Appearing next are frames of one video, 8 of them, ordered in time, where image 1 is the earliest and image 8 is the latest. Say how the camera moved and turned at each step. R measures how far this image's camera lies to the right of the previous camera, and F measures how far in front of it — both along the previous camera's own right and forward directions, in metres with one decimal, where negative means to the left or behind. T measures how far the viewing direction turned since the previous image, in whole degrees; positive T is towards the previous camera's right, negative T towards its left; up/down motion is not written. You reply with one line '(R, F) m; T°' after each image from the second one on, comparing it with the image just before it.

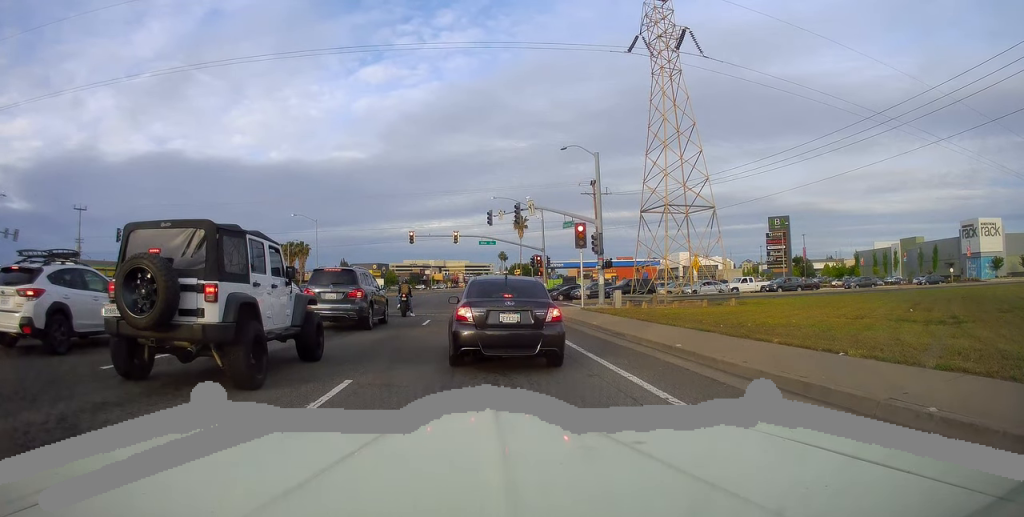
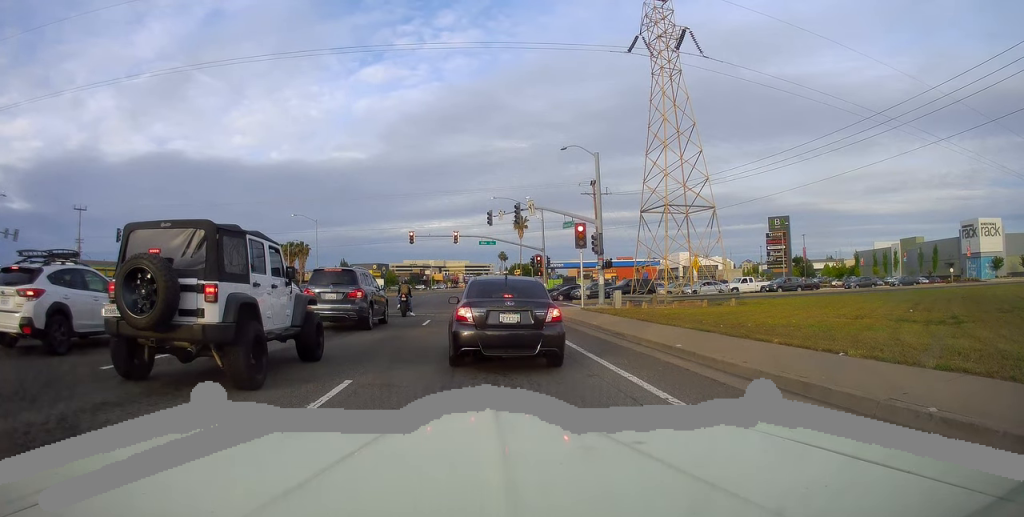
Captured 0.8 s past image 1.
(0.0, 0.0) m; 0°
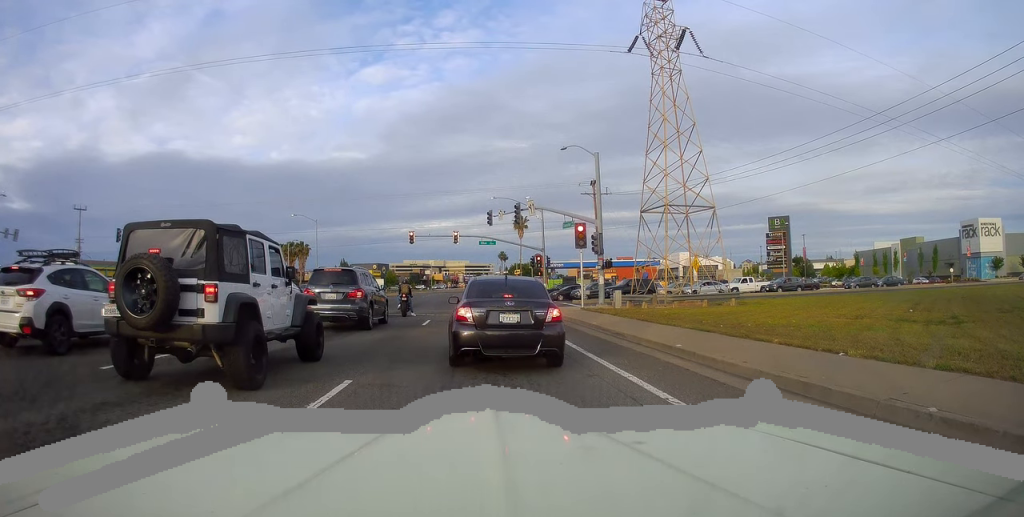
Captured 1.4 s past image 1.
(0.0, 0.0) m; 0°
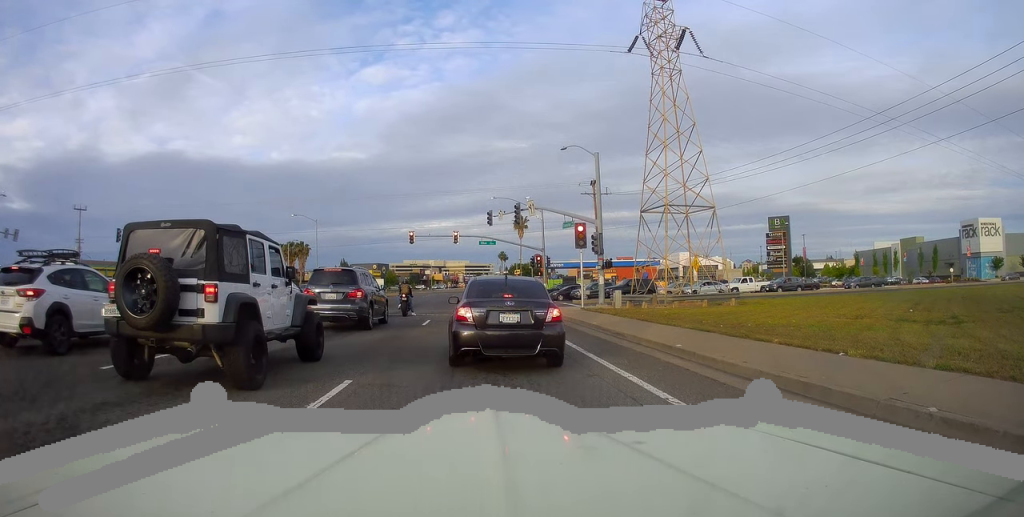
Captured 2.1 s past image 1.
(0.0, 0.0) m; 0°
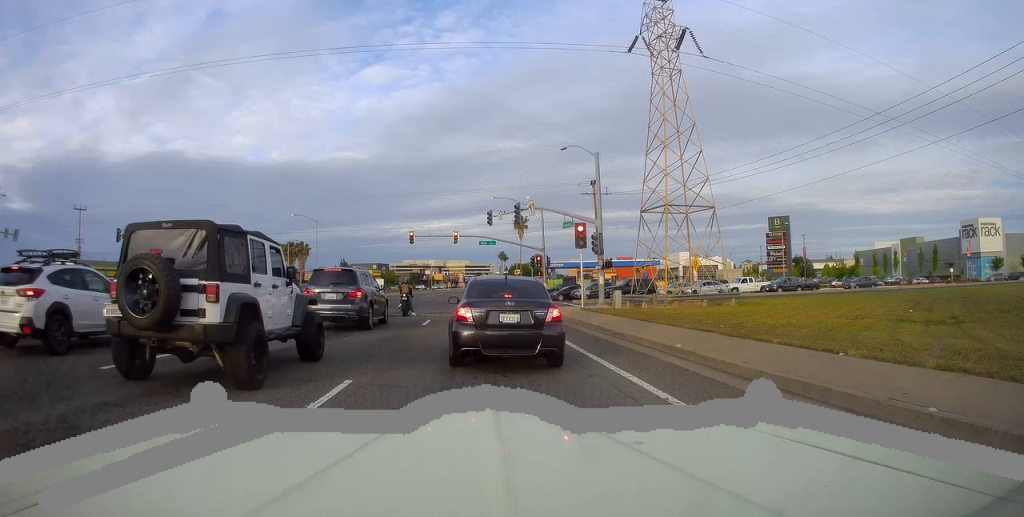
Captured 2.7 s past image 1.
(0.0, 0.0) m; 0°
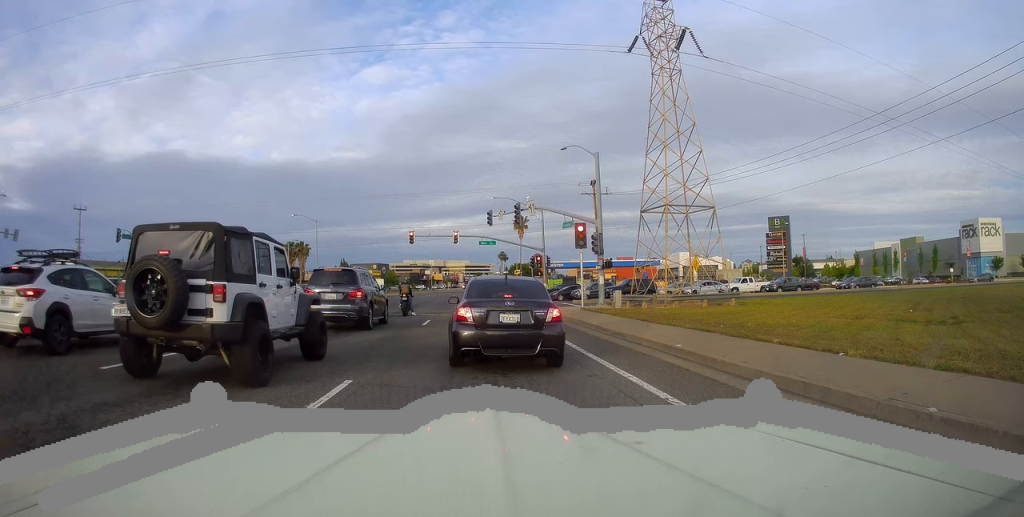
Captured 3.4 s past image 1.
(0.0, 0.0) m; 0°
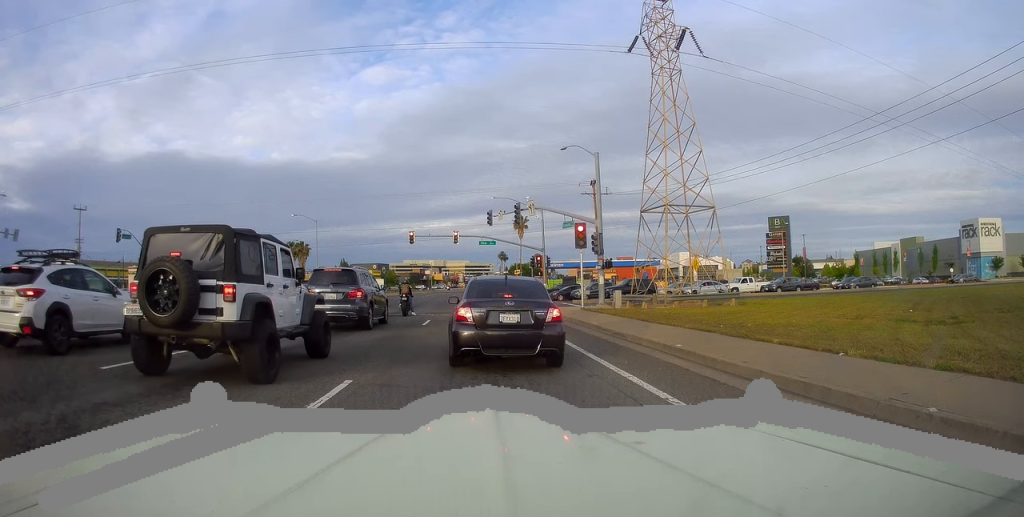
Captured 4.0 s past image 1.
(0.0, 0.0) m; 0°
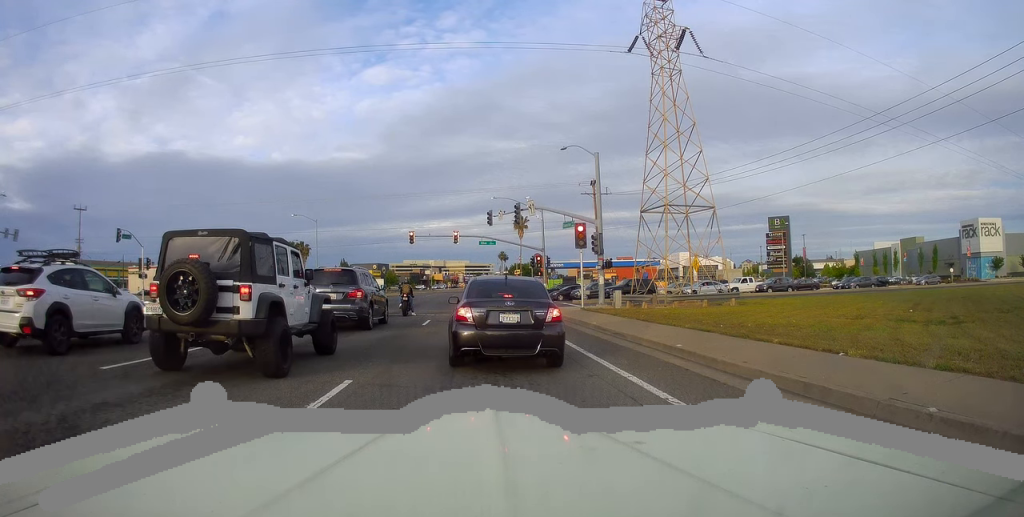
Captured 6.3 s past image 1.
(0.0, 0.0) m; 0°
